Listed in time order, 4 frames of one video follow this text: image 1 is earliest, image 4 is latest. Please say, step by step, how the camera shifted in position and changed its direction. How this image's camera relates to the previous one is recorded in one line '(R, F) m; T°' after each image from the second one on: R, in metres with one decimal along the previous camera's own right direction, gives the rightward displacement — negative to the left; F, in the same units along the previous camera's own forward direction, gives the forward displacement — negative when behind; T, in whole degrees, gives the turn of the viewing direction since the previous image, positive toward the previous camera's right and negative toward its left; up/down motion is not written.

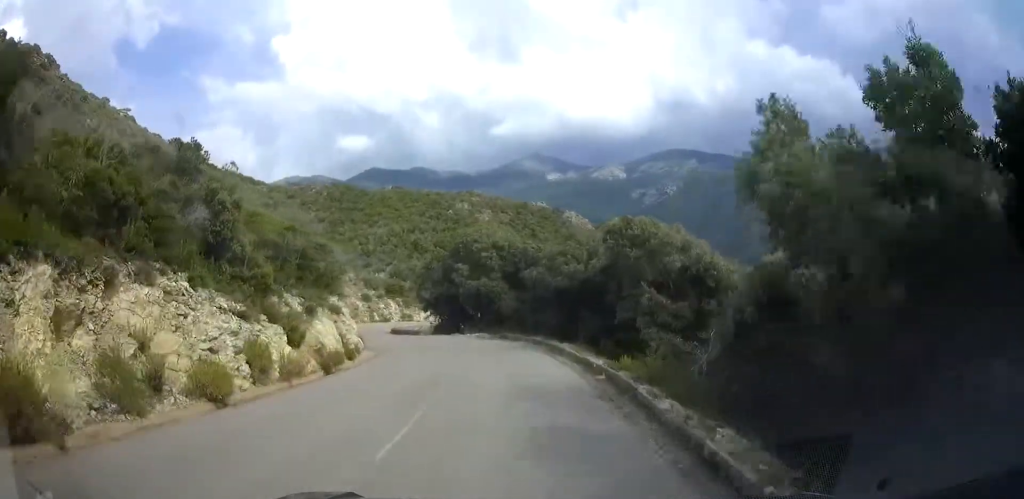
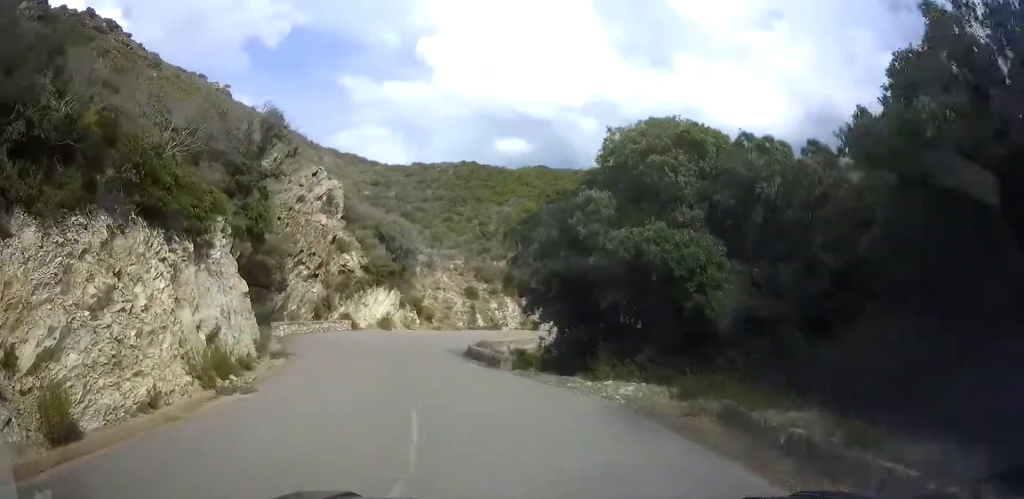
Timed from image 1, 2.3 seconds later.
(-1.6, +26.5) m; -10°
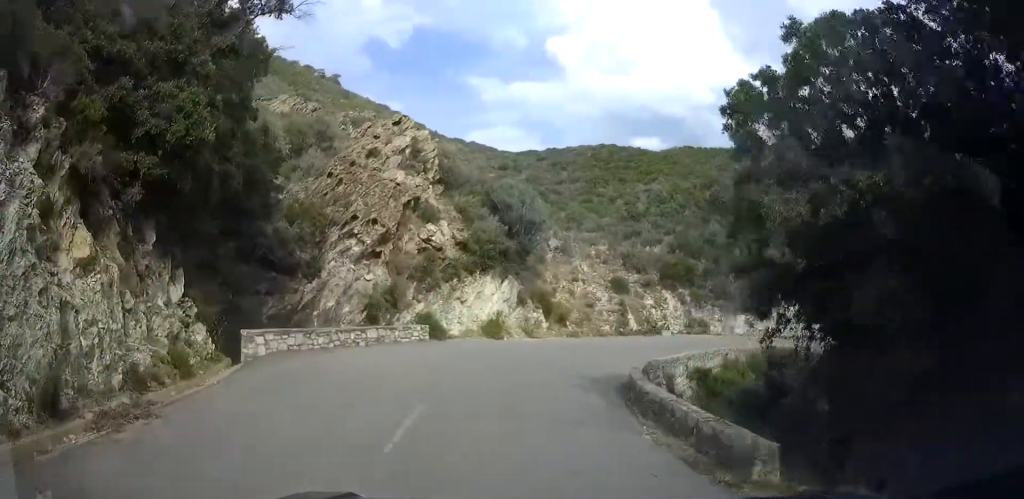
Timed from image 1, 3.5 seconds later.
(-0.9, +13.6) m; -7°
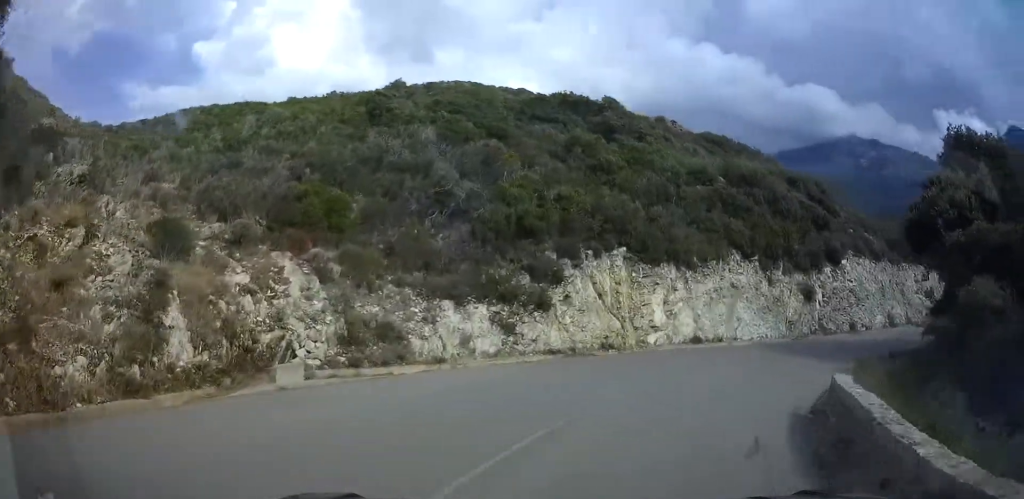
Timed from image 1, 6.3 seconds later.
(+0.7, +25.5) m; +17°
